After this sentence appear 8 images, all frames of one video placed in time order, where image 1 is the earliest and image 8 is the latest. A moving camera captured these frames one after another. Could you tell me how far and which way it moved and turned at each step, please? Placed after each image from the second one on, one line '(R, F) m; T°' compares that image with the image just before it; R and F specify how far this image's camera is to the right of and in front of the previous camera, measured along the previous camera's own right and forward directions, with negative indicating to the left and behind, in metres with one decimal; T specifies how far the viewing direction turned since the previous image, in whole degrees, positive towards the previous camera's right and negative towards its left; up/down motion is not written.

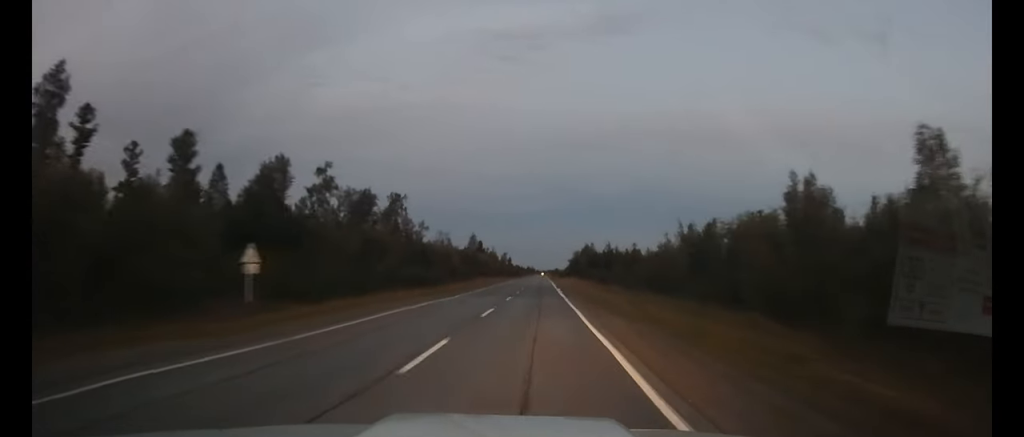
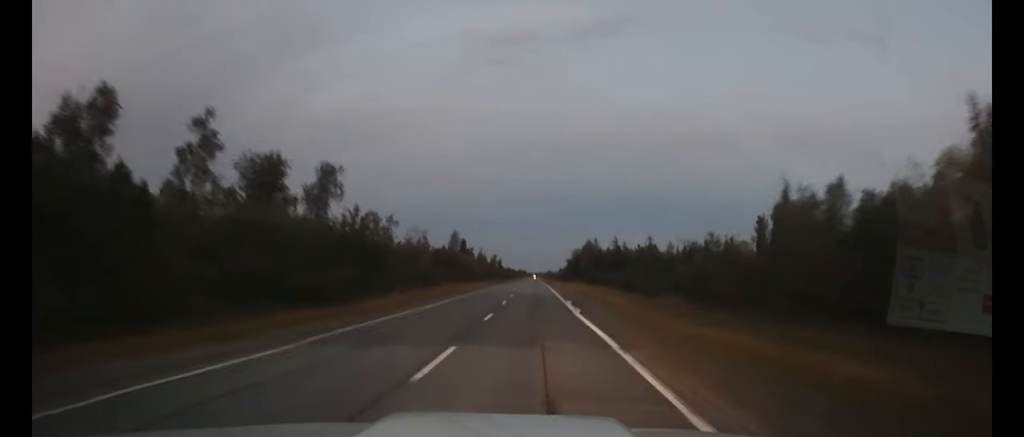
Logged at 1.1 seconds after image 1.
(-0.3, +23.2) m; -1°
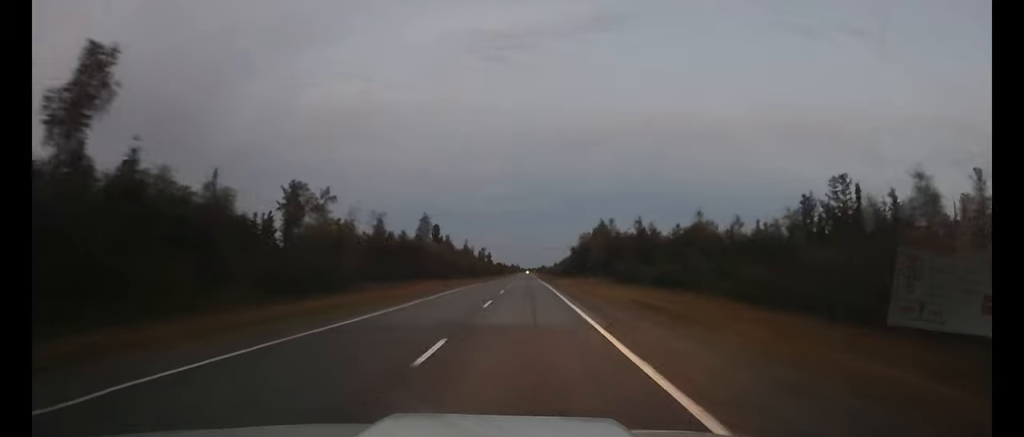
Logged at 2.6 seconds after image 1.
(0.0, +32.3) m; 0°
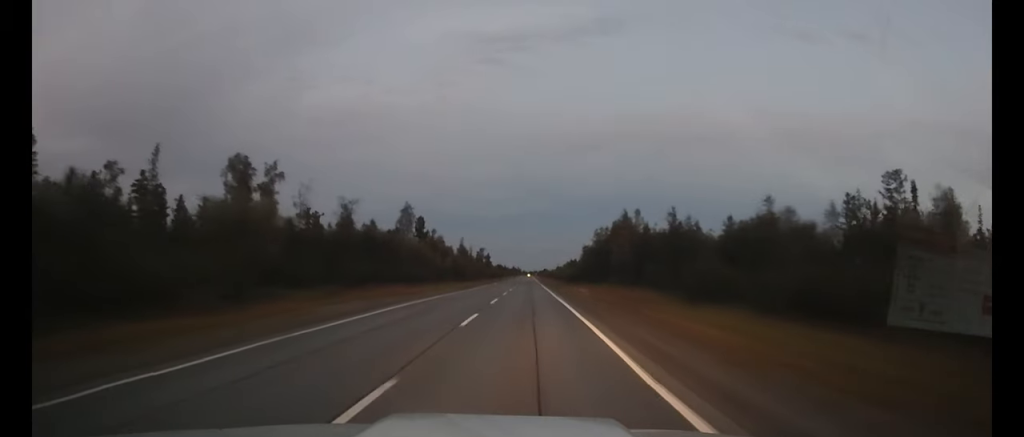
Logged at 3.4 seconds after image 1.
(+0.1, +18.9) m; 0°
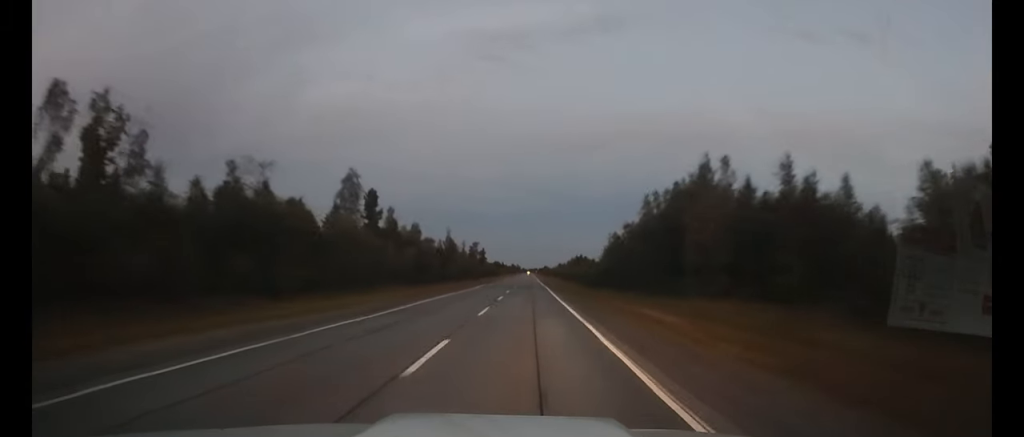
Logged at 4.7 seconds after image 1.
(0.0, +30.3) m; 0°
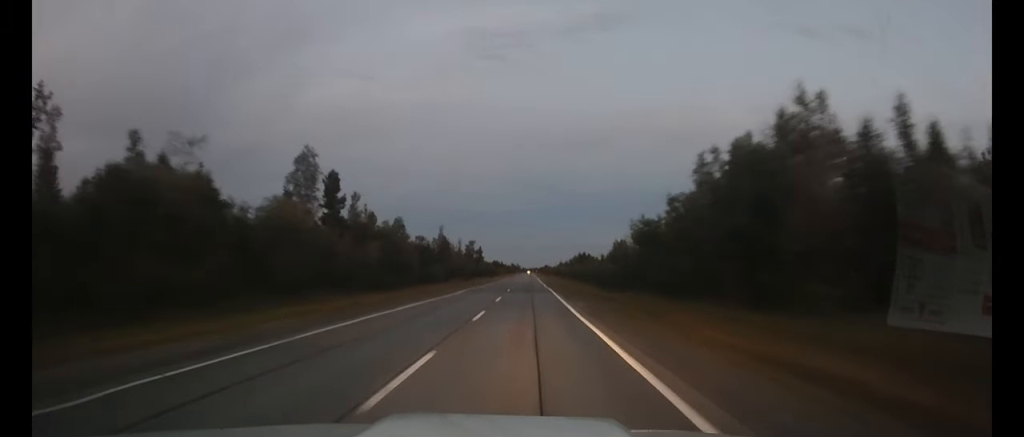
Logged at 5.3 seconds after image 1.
(0.0, +13.5) m; 0°
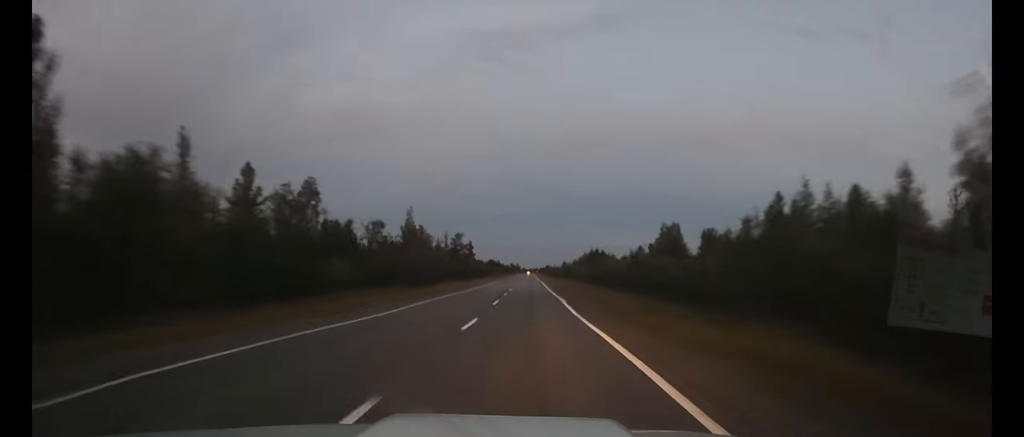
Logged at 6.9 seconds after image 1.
(0.0, +40.6) m; 0°
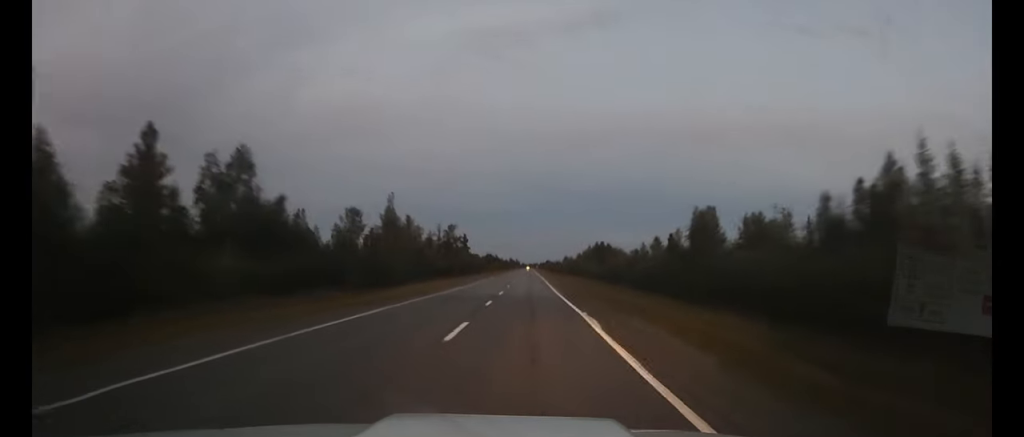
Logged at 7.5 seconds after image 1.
(0.0, +14.8) m; 0°
